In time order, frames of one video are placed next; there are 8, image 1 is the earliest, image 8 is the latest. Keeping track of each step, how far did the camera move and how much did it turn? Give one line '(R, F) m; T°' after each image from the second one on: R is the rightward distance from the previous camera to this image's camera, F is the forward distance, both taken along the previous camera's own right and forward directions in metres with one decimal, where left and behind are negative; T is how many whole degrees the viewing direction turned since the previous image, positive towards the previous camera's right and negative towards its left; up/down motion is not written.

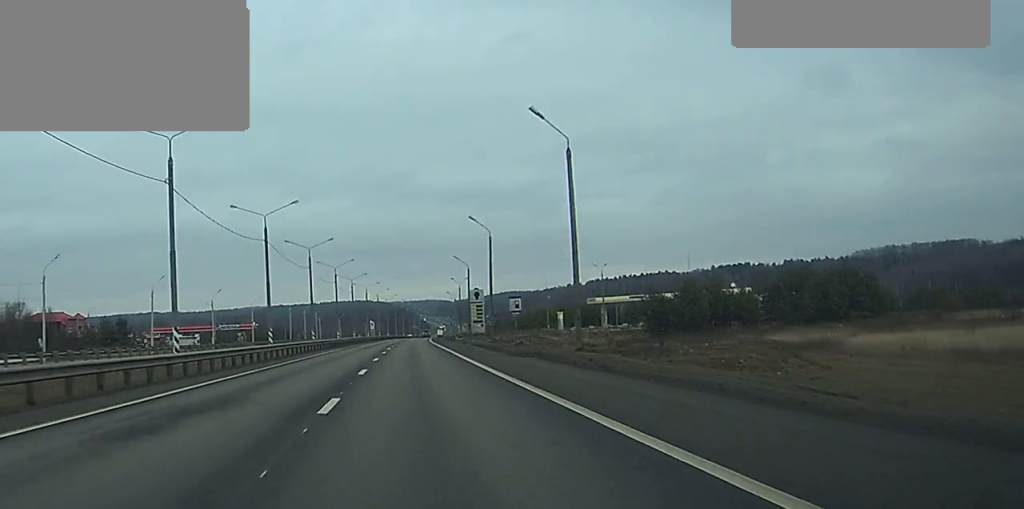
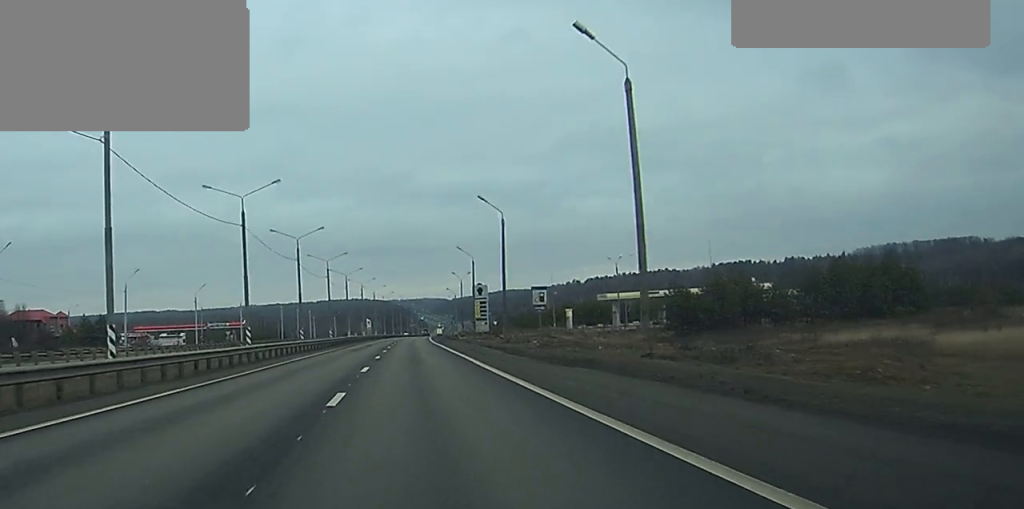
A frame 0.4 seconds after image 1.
(0.0, +10.7) m; 0°
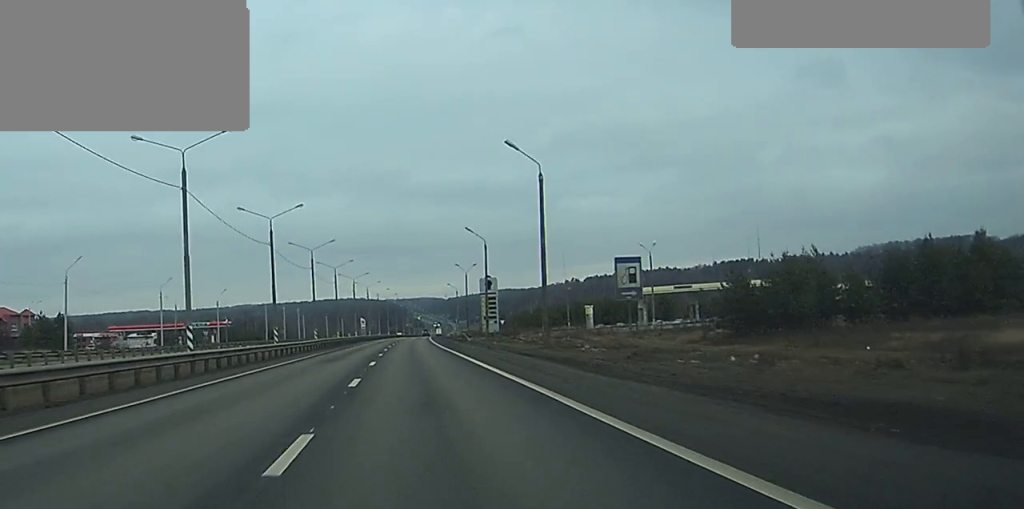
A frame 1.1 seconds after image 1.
(+0.1, +18.7) m; 0°
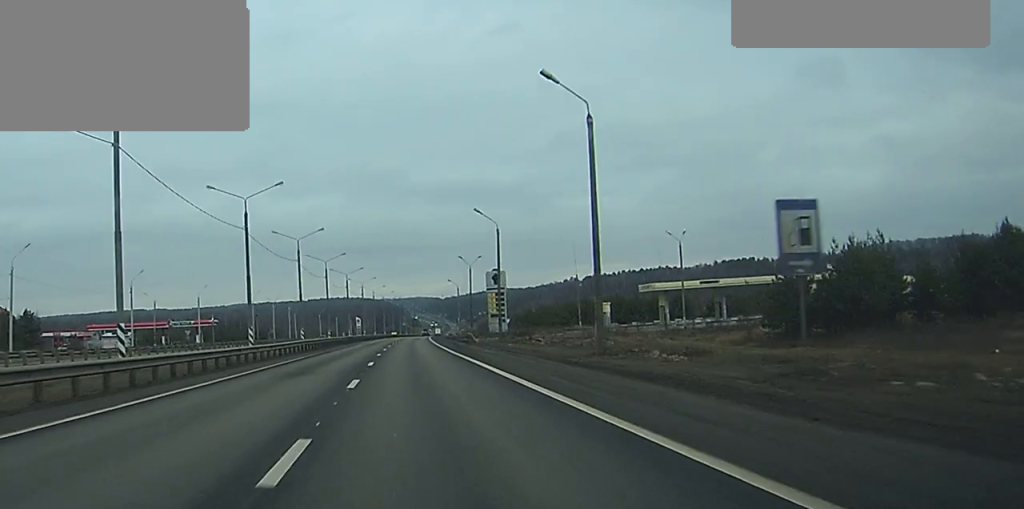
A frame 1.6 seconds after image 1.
(0.0, +12.5) m; 0°
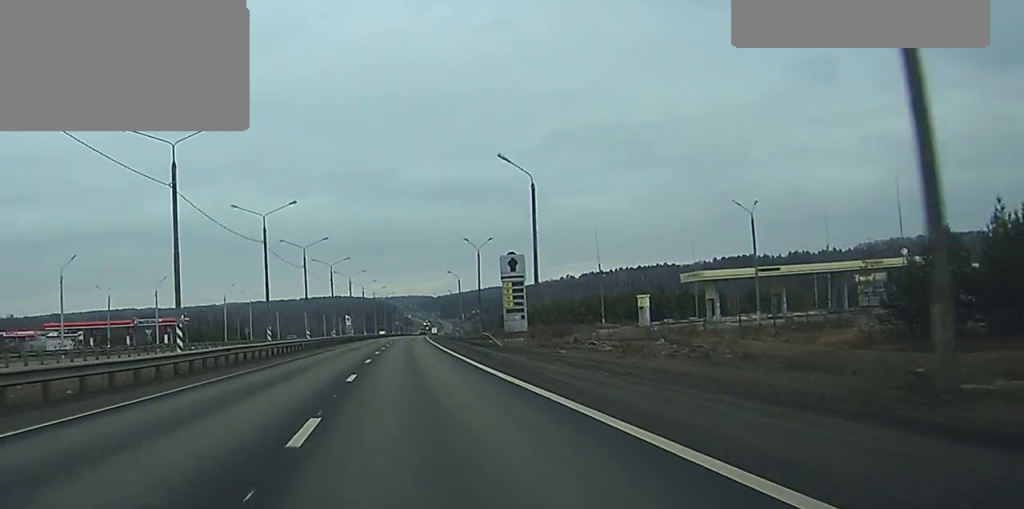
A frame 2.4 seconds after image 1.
(0.0, +21.4) m; 0°
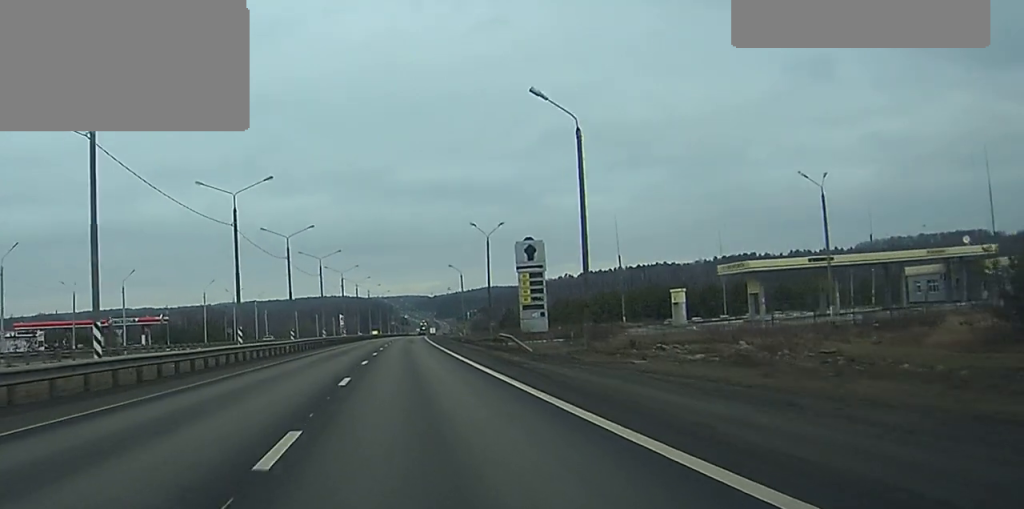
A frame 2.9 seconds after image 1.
(0.0, +13.4) m; 0°
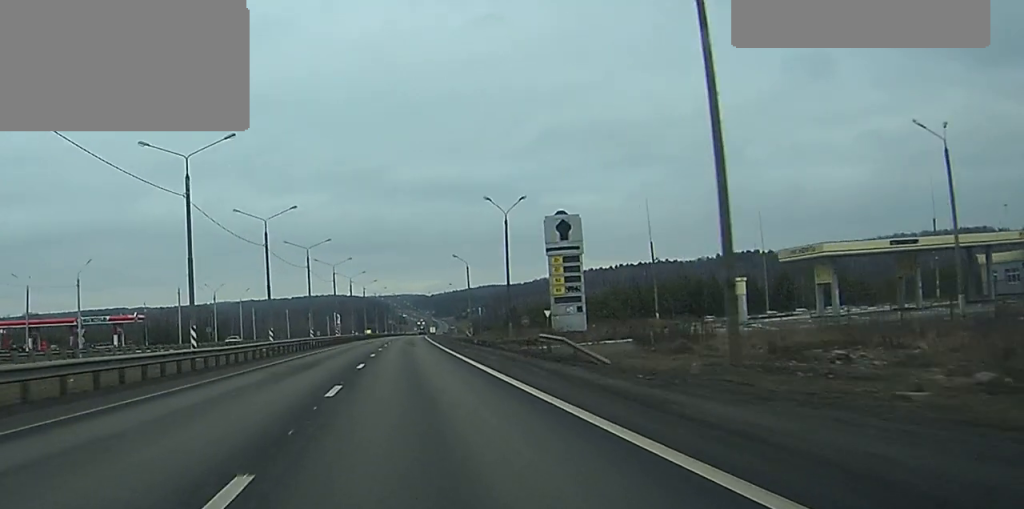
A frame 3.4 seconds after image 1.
(0.0, +15.0) m; 0°
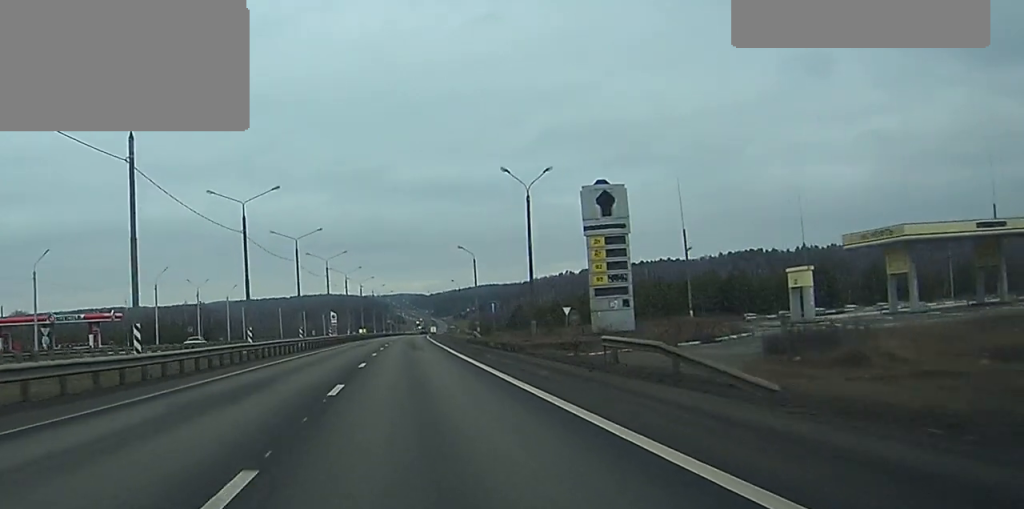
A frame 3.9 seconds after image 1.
(+0.1, +11.4) m; 0°
